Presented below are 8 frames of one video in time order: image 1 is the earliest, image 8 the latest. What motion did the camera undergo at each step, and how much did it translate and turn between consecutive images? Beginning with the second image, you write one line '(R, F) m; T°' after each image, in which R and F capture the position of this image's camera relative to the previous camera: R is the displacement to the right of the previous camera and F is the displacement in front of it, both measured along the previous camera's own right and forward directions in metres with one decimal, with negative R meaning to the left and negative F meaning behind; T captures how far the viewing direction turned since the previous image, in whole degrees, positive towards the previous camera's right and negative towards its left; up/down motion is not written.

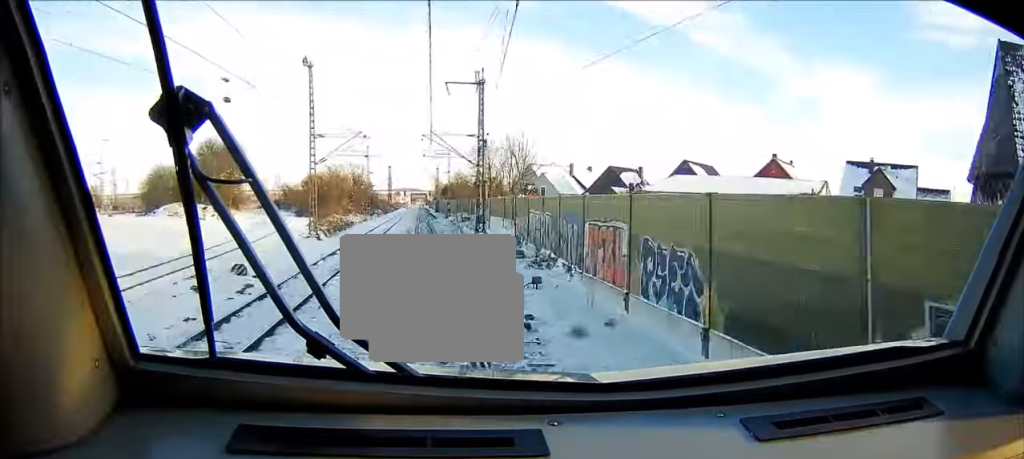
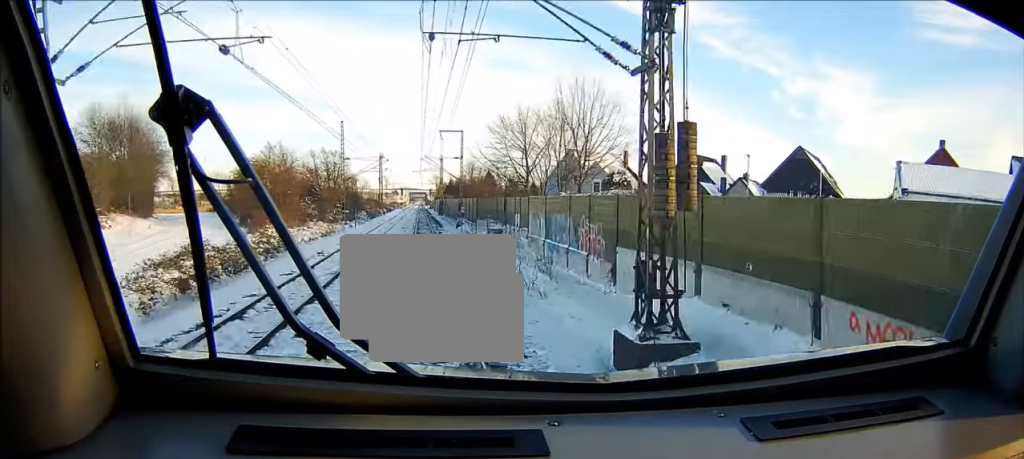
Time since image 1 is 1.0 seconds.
(+0.1, +37.2) m; 0°
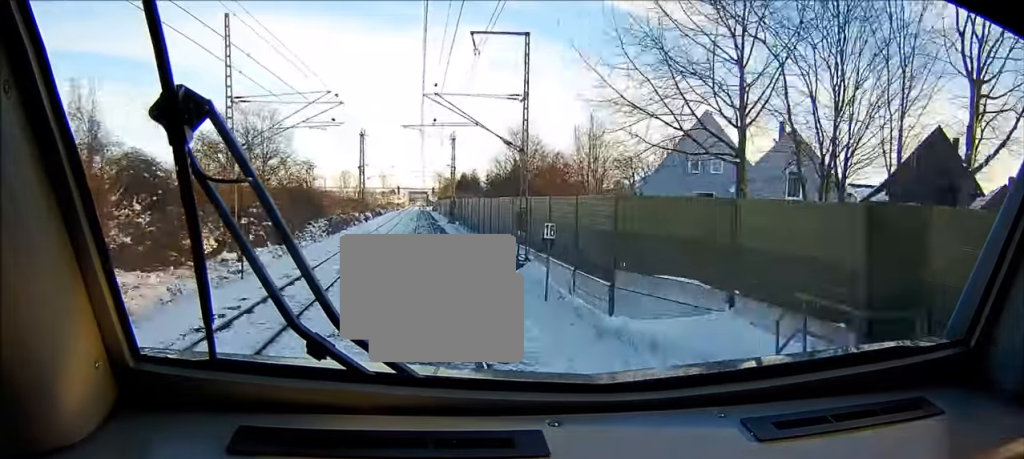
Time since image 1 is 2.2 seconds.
(0.0, +46.5) m; 0°
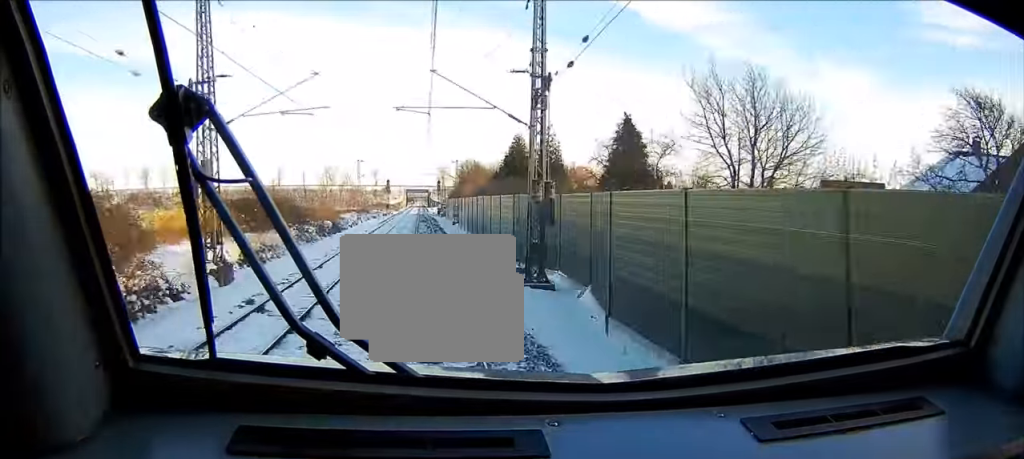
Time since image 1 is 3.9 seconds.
(0.0, +66.1) m; 0°
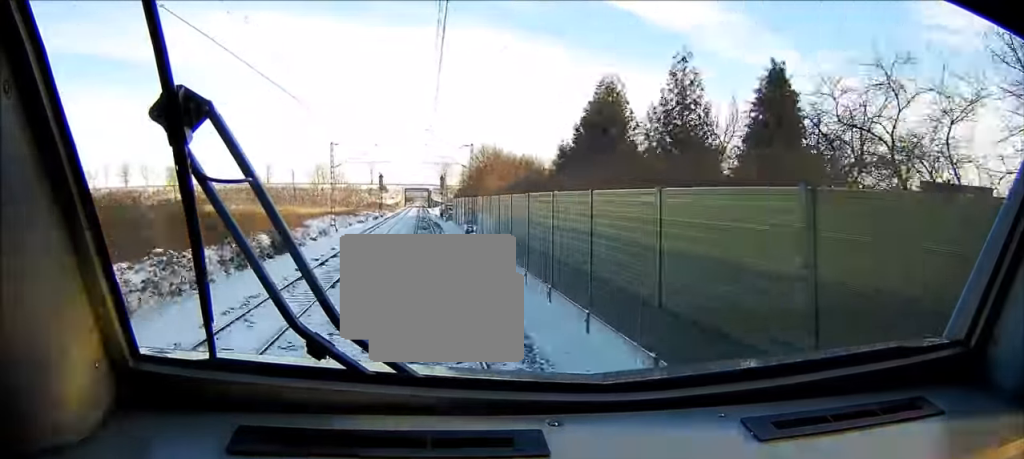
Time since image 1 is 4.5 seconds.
(0.0, +24.7) m; 0°
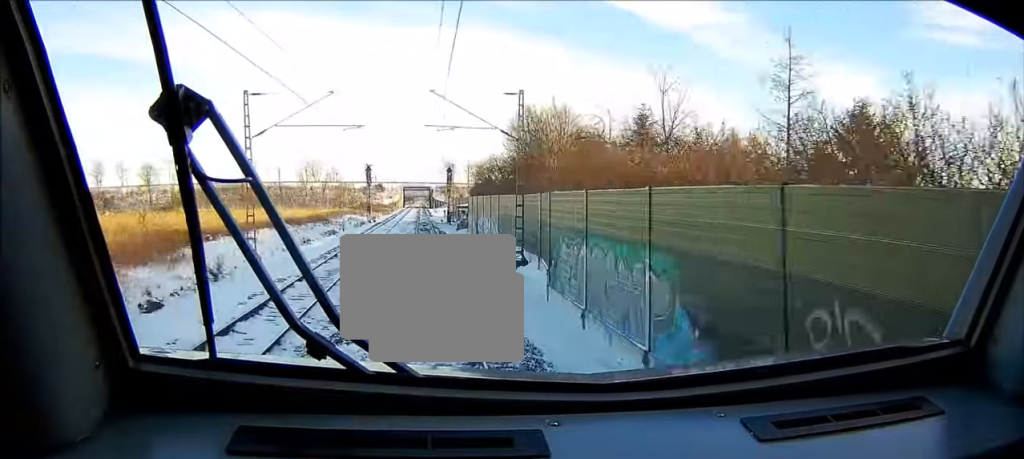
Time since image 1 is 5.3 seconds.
(0.0, +29.9) m; 0°
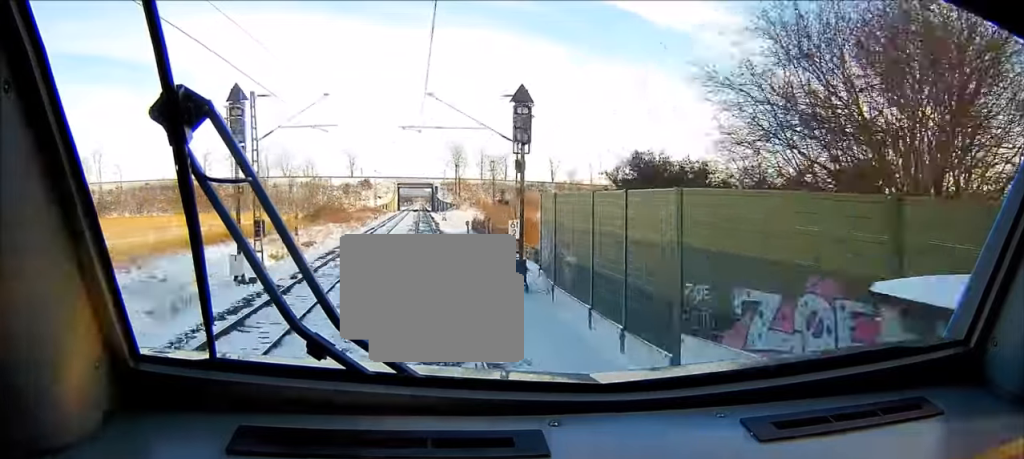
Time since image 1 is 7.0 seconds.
(0.0, +66.4) m; 0°
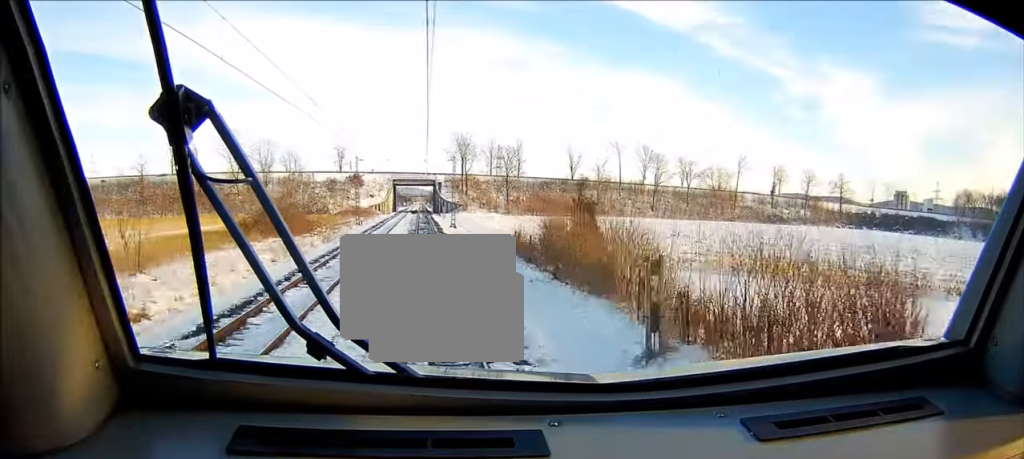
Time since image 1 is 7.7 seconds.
(0.0, +29.9) m; 0°
